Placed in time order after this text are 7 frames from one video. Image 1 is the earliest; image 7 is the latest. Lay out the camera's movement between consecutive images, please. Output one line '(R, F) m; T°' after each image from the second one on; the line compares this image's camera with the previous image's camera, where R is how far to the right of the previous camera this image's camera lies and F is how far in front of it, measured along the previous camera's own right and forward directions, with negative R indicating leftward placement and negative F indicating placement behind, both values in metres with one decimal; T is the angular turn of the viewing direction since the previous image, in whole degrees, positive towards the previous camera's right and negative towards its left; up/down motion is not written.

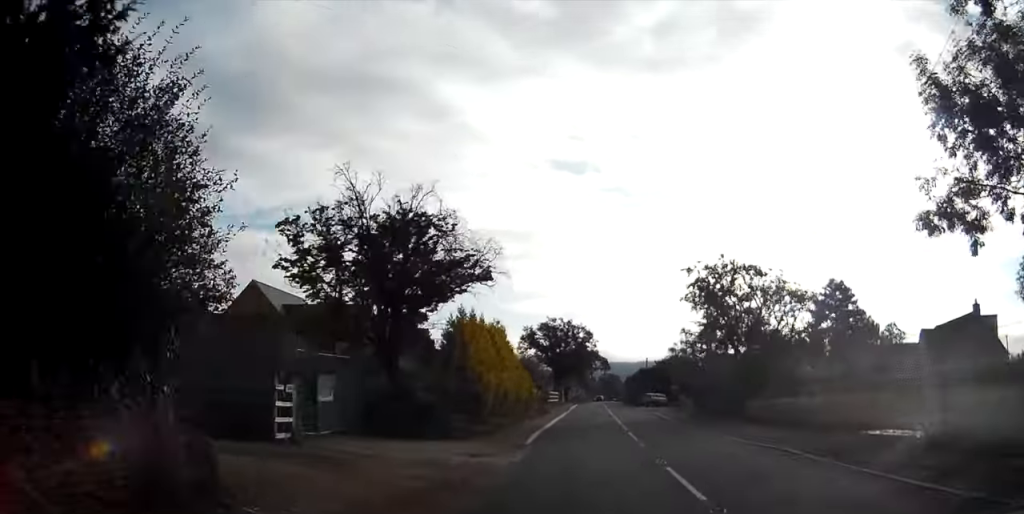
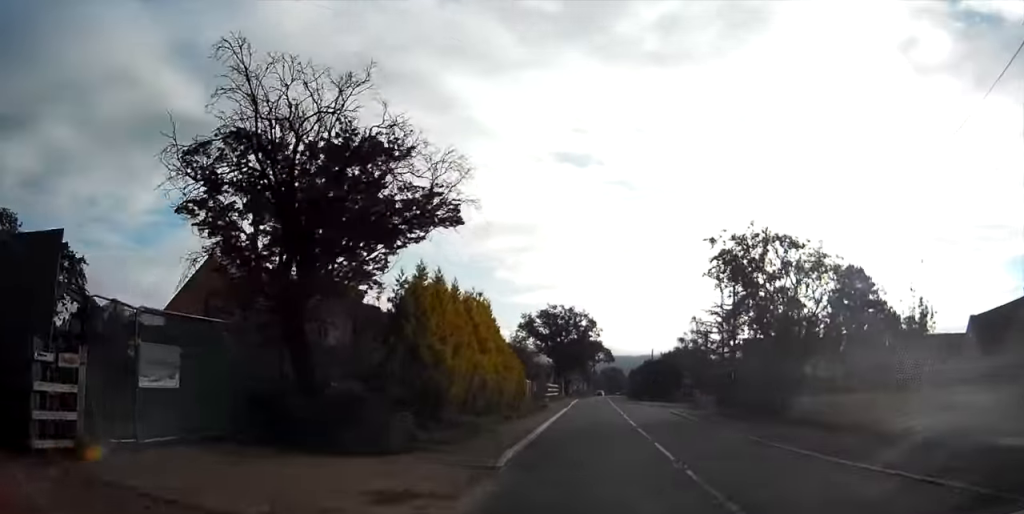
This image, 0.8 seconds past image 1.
(0.0, +7.5) m; 0°
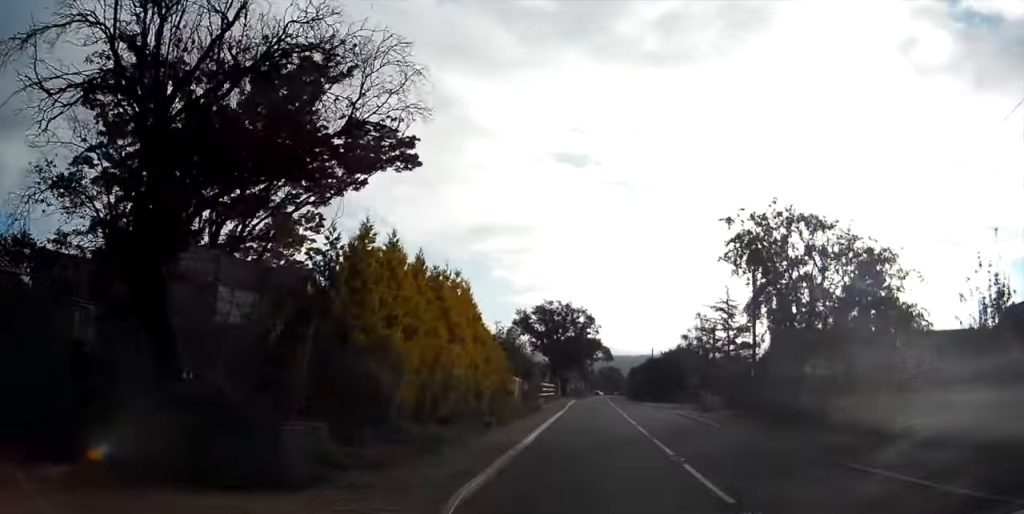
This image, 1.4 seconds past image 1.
(0.0, +4.9) m; 0°
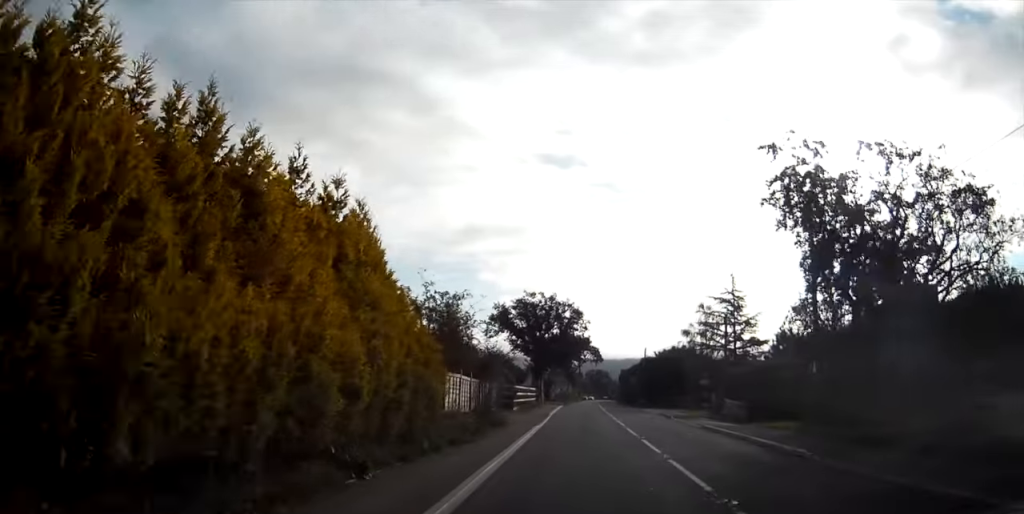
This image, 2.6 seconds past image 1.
(0.0, +11.0) m; 0°
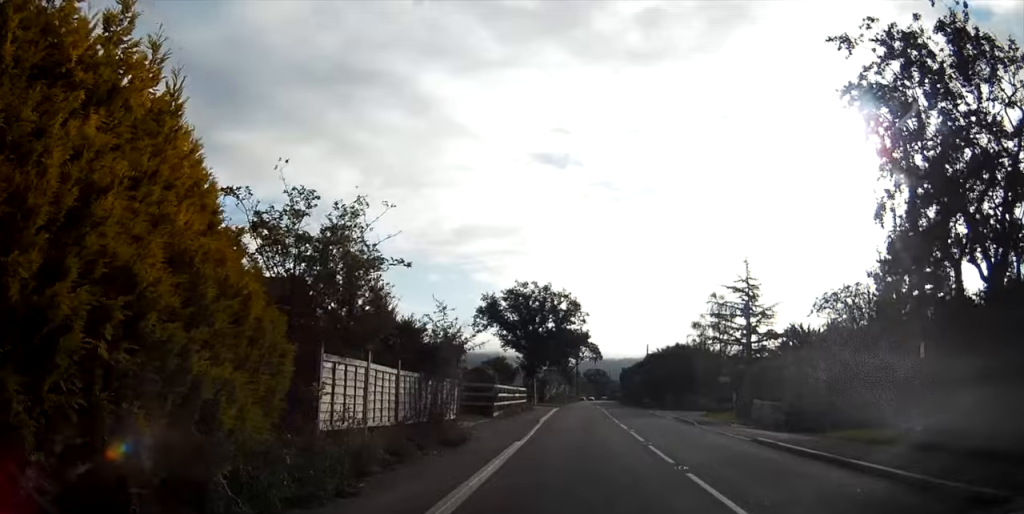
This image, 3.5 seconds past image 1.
(0.0, +8.6) m; 0°
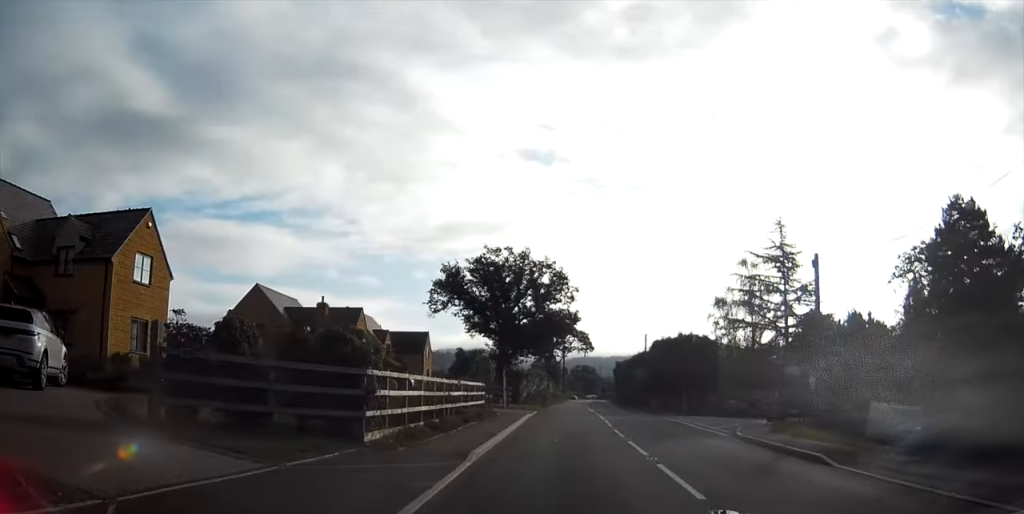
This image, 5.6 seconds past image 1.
(-0.2, +17.0) m; -1°
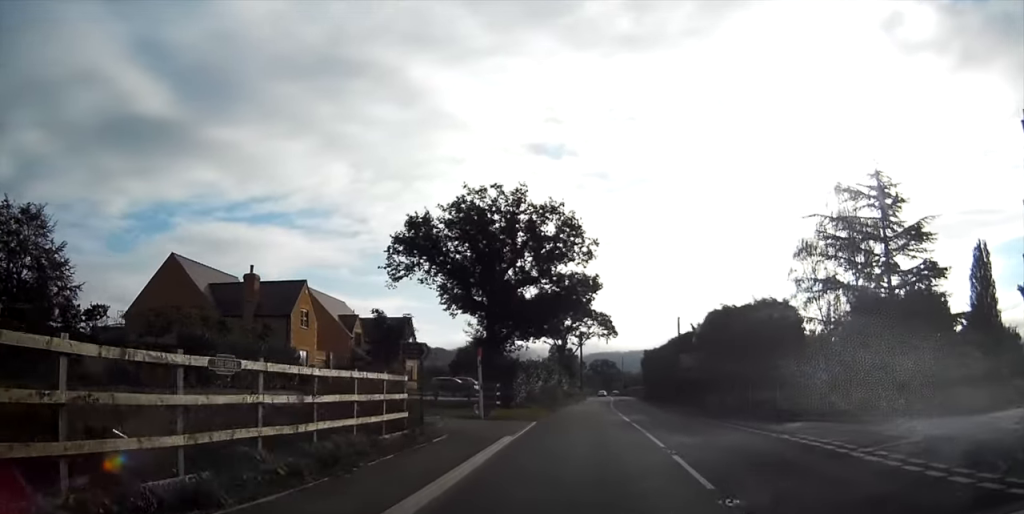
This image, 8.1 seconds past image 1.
(-0.4, +17.4) m; -4°
